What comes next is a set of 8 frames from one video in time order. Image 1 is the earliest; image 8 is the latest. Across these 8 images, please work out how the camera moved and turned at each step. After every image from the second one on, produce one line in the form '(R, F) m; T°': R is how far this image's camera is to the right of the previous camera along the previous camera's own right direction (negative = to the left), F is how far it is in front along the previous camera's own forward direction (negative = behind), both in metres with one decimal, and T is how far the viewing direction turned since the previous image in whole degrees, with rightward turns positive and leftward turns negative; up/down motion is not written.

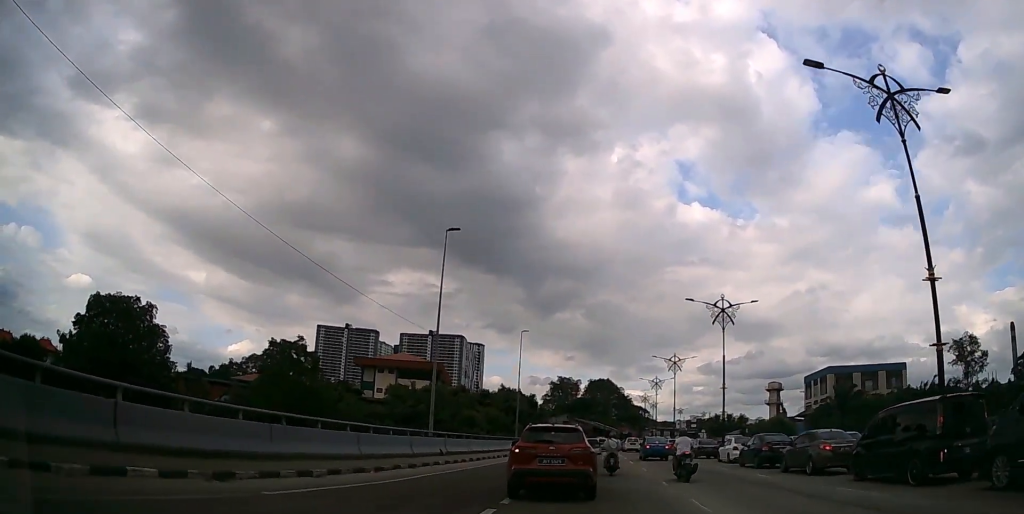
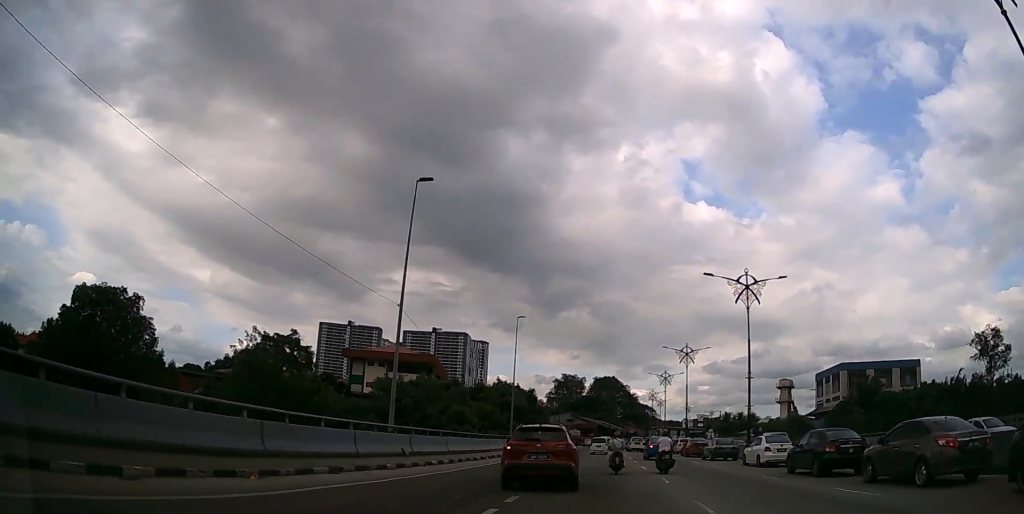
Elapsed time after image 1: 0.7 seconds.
(0.0, +6.6) m; -1°
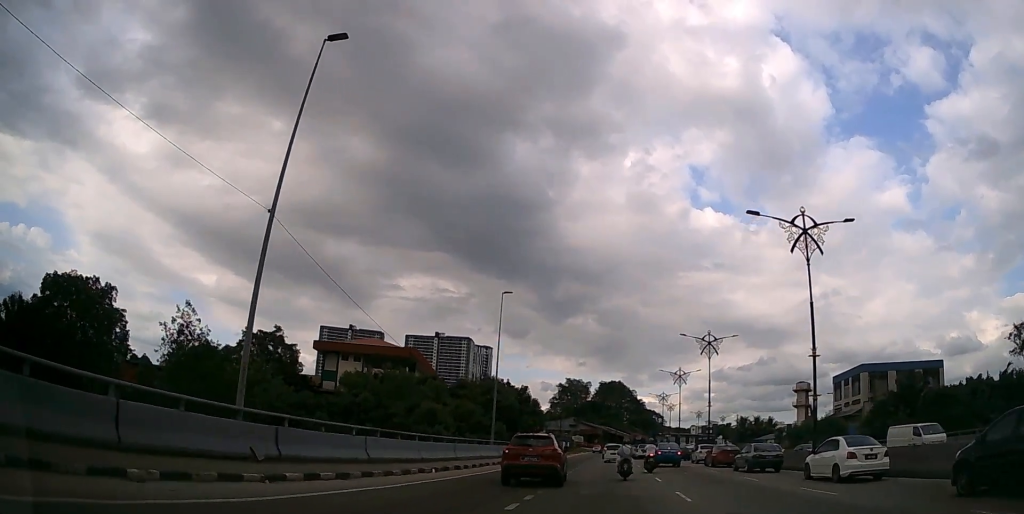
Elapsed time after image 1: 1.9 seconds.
(0.0, +11.3) m; 0°
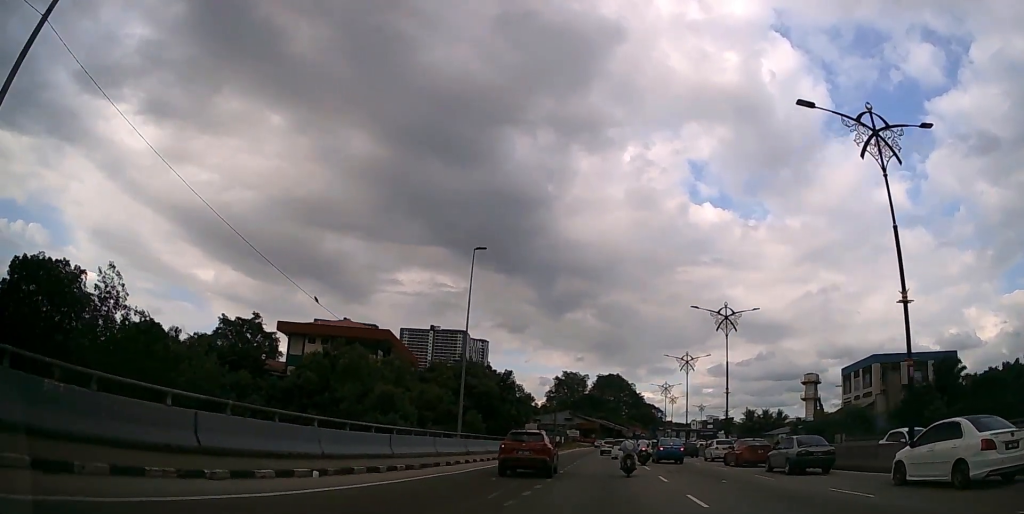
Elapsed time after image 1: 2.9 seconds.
(0.0, +9.6) m; 0°
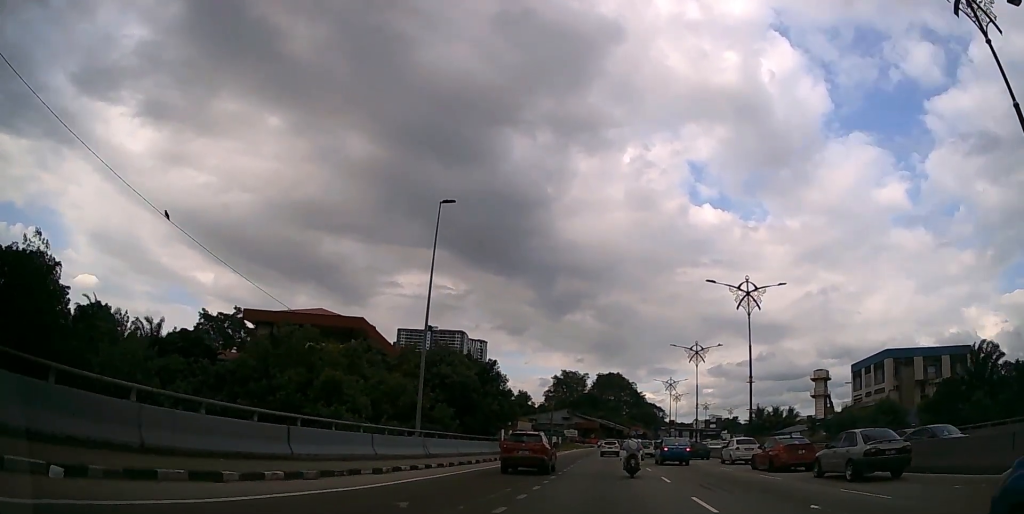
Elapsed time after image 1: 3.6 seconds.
(0.0, +7.9) m; 0°
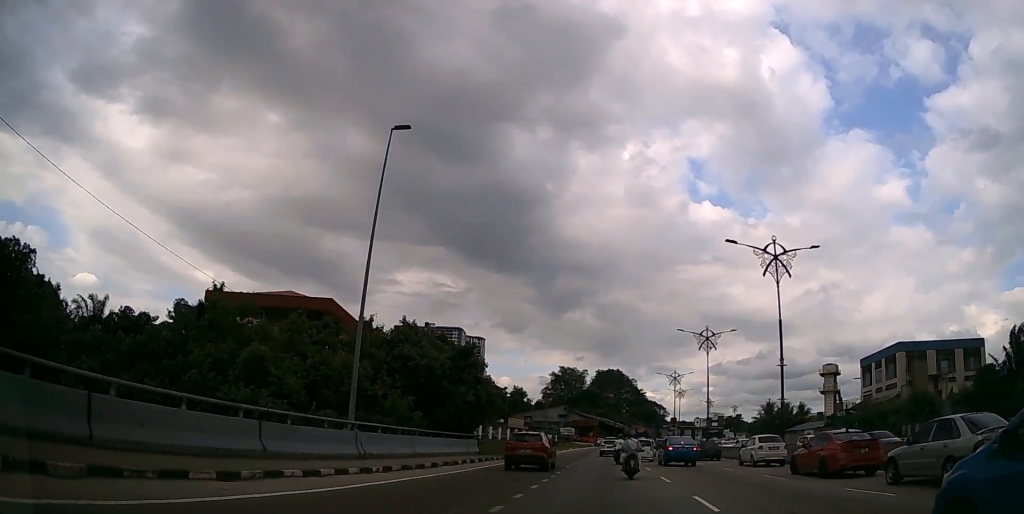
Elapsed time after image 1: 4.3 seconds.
(0.0, +7.5) m; 0°
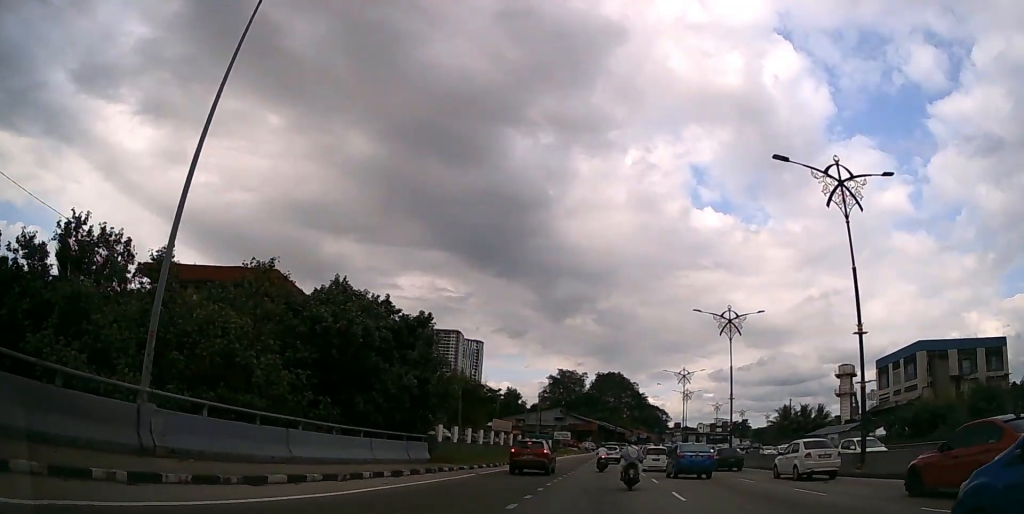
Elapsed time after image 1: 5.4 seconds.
(0.0, +10.6) m; 0°
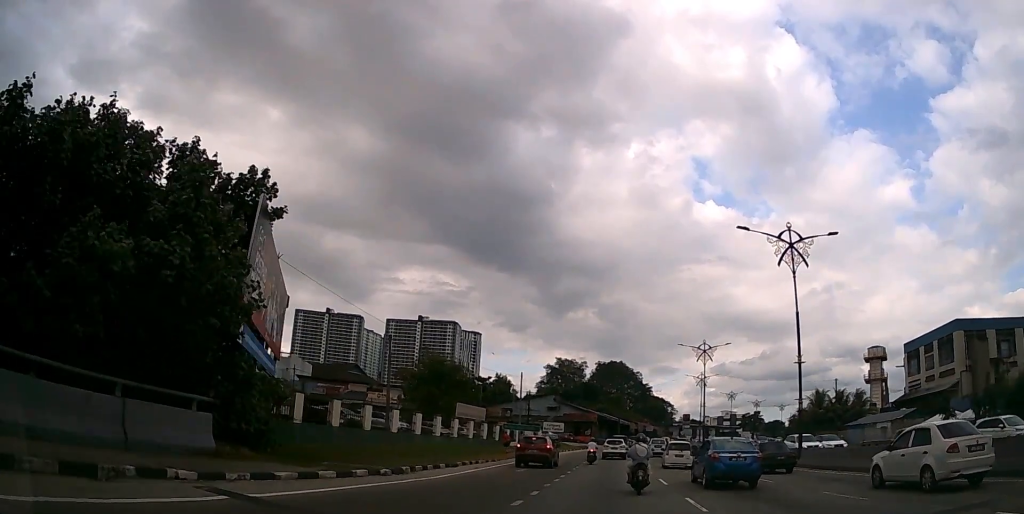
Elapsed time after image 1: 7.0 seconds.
(0.0, +16.3) m; 0°
